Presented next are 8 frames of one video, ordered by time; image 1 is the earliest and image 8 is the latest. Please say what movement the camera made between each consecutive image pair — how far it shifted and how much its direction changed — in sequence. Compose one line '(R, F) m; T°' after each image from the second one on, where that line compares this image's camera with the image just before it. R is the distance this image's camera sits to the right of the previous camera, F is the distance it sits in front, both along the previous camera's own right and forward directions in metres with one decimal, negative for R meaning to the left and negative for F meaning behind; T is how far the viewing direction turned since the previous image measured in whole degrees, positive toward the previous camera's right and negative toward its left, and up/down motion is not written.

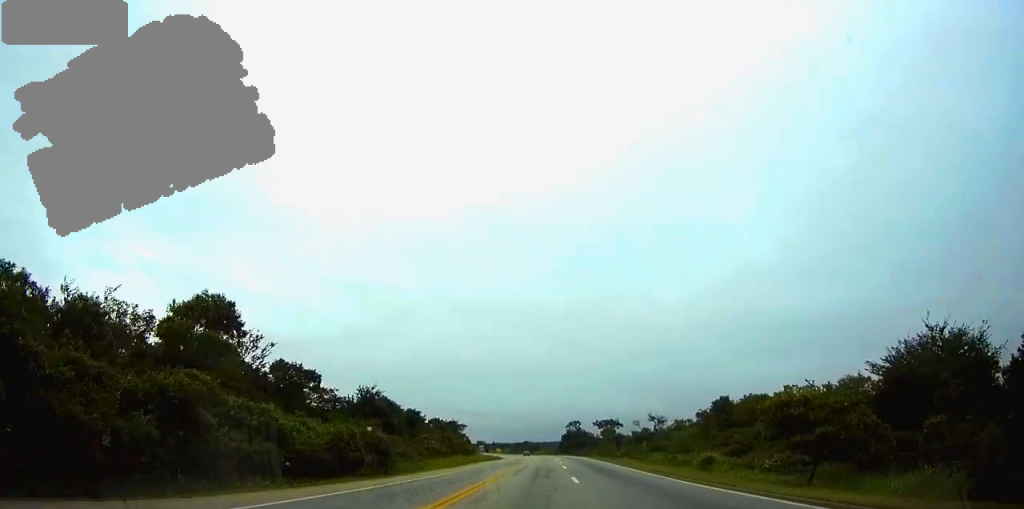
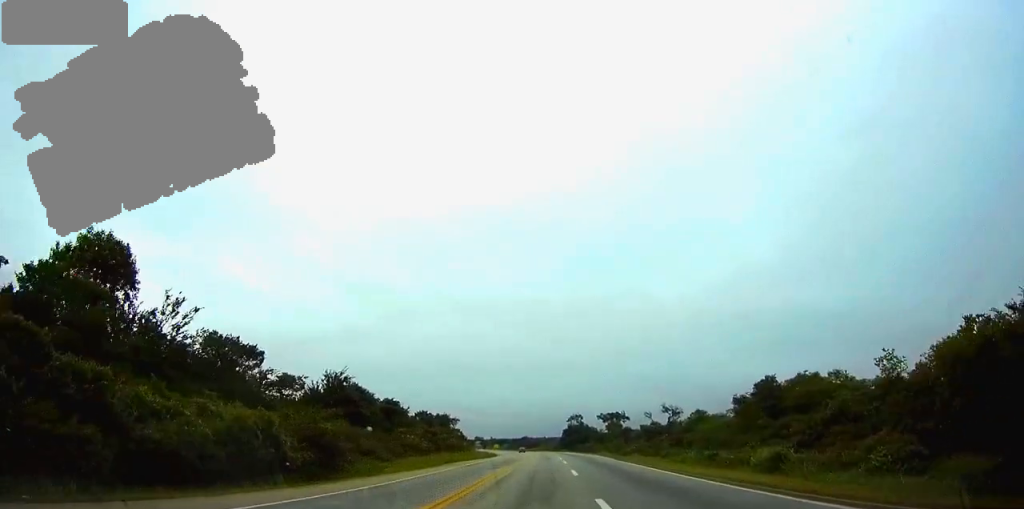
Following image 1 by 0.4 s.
(0.0, +14.4) m; 0°
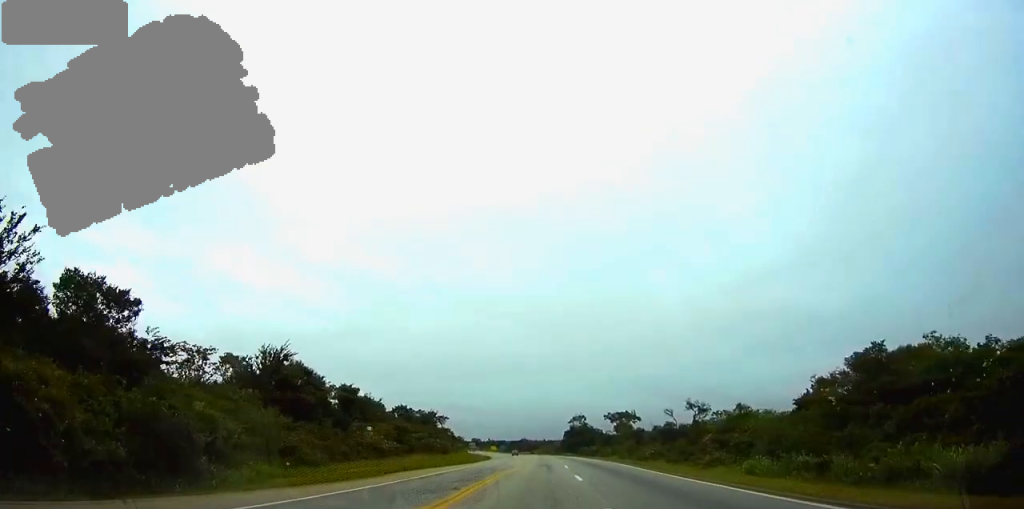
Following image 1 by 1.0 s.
(+0.1, +18.8) m; 0°
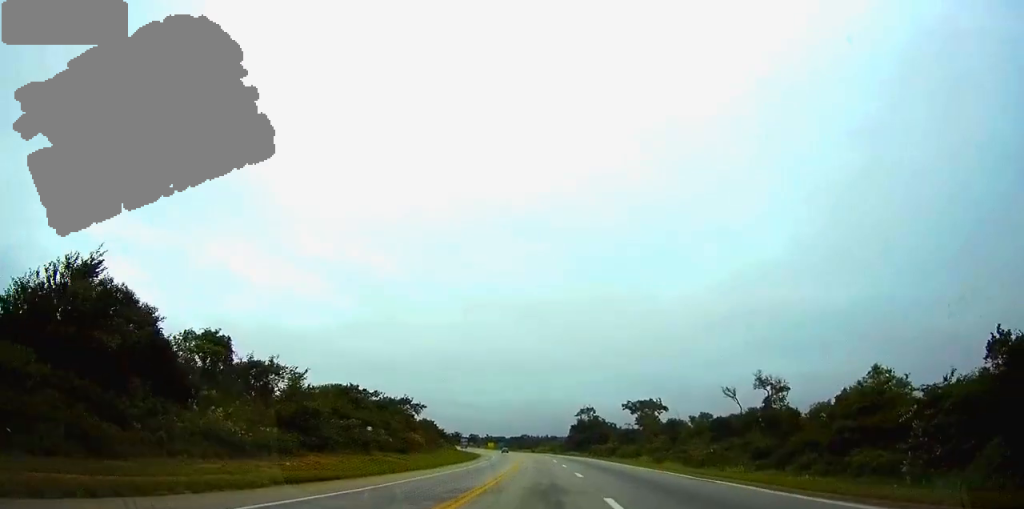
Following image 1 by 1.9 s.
(-0.1, +29.7) m; 0°
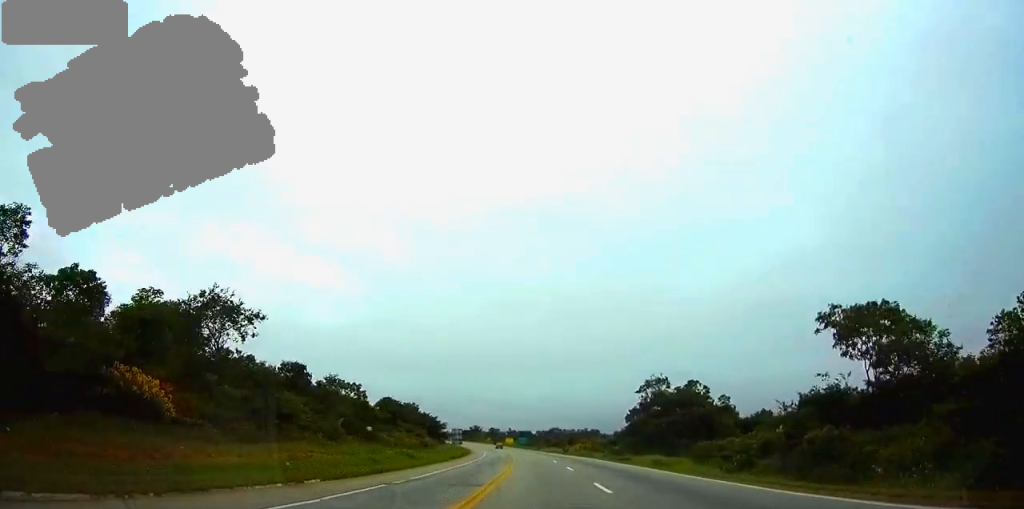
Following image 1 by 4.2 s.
(-1.5, +76.1) m; -3°
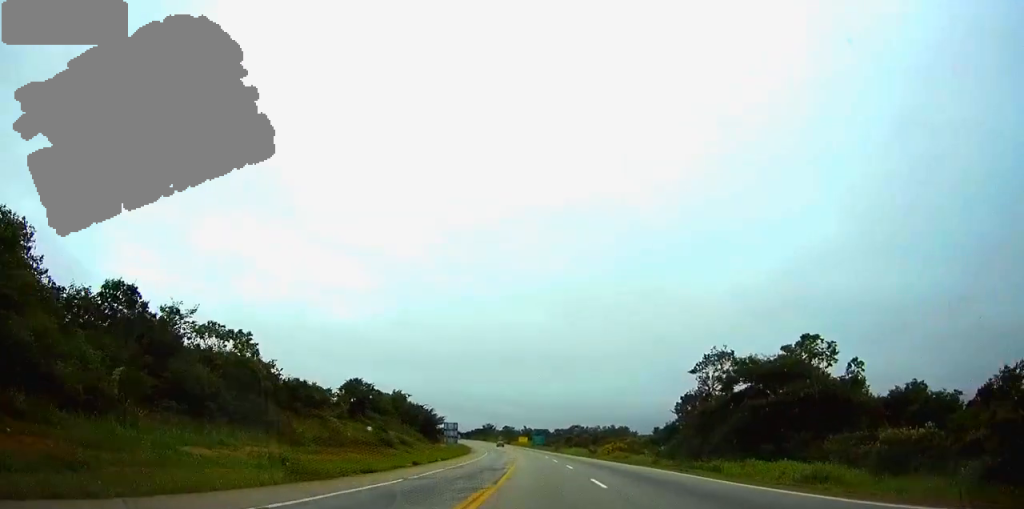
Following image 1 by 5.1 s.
(-0.3, +31.1) m; -1°
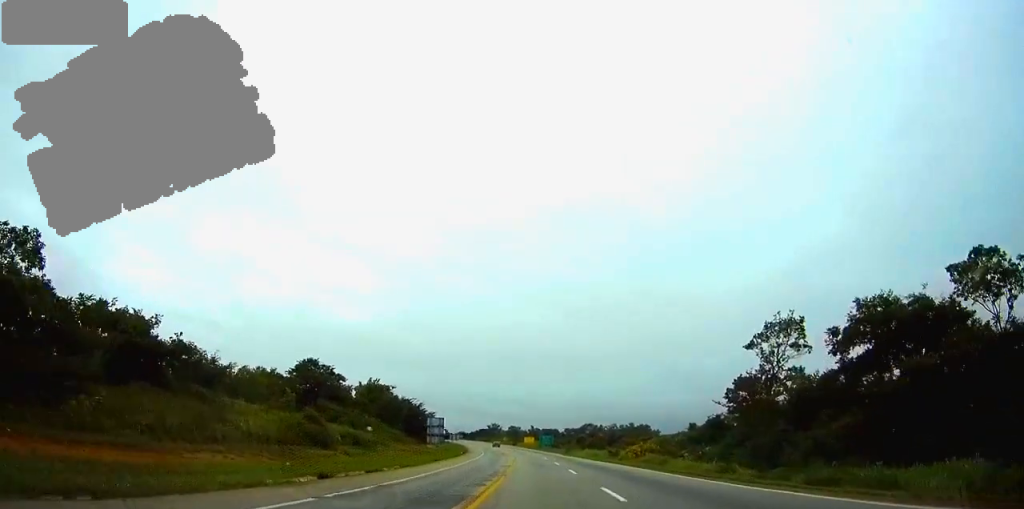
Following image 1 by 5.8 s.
(-0.1, +21.2) m; -1°
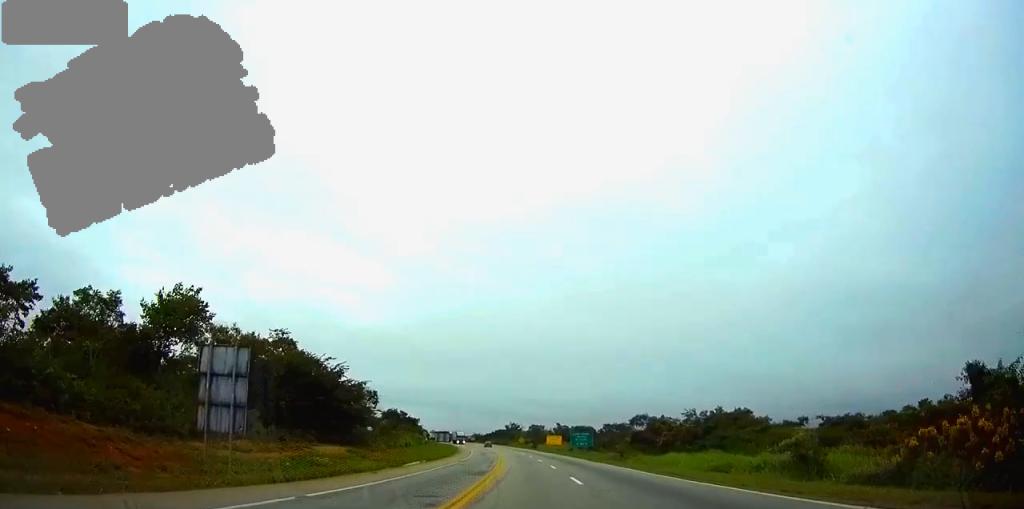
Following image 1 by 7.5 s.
(-1.0, +58.5) m; -2°
